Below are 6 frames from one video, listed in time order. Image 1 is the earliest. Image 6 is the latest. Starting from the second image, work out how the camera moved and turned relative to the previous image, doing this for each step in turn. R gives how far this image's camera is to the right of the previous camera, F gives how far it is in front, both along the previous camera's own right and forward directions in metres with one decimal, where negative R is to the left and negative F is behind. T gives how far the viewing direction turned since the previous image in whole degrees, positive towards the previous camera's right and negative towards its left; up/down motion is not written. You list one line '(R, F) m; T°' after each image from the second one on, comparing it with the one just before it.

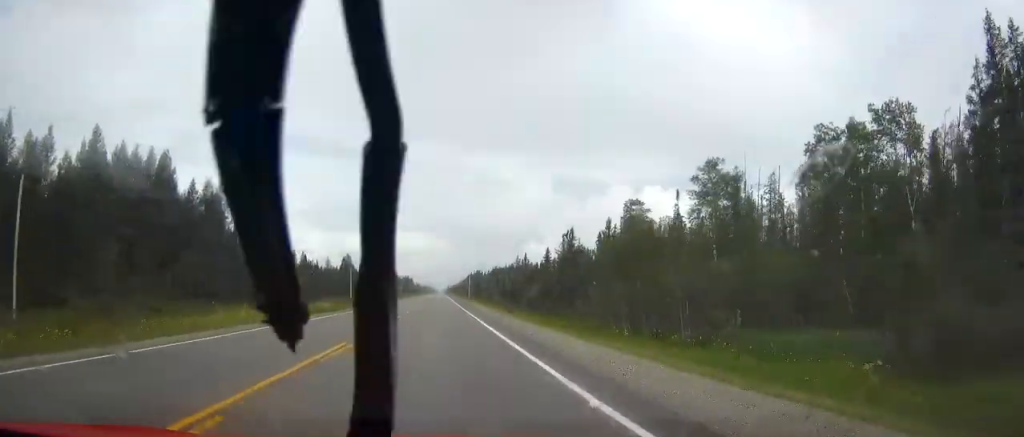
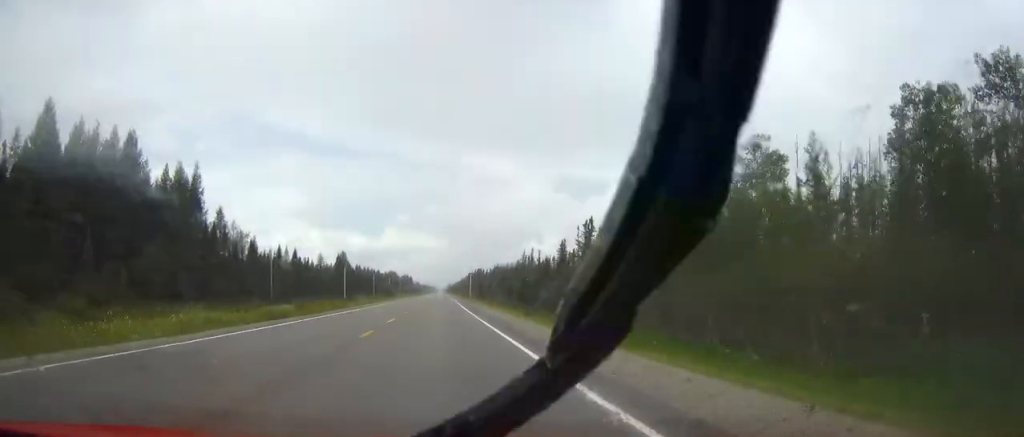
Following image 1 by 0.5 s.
(0.0, +13.3) m; 0°
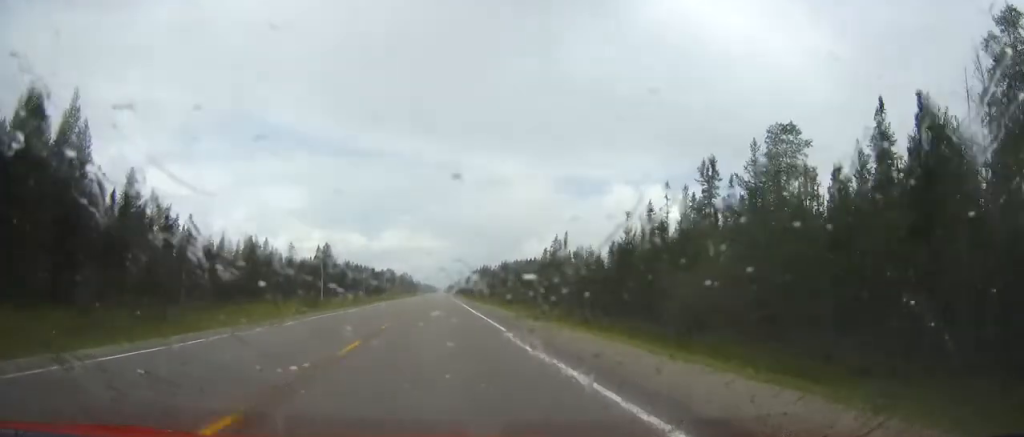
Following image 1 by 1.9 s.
(0.0, +42.0) m; 0°
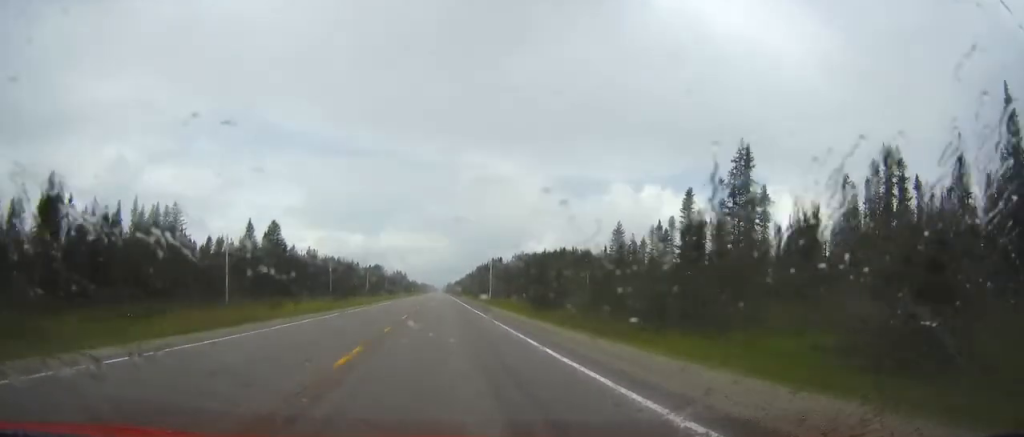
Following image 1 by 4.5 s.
(-0.4, +73.5) m; 0°
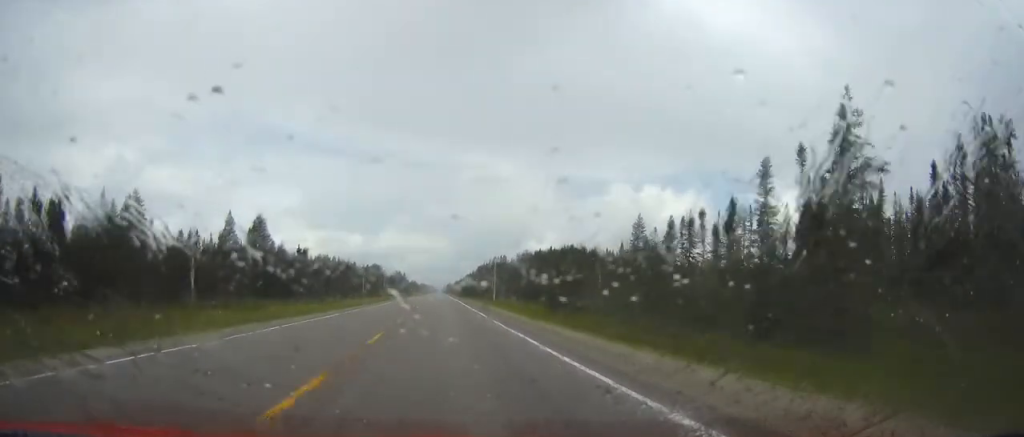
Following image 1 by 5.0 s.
(0.0, +13.3) m; 0°
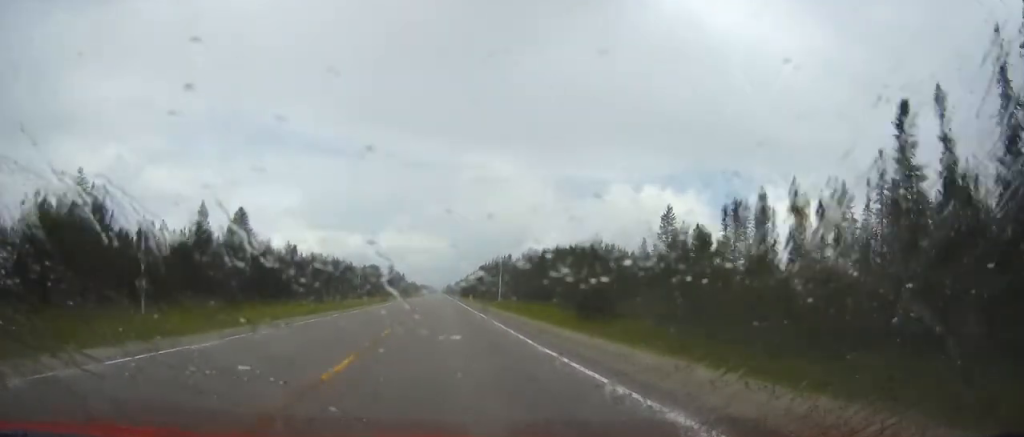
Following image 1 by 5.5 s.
(+0.1, +14.3) m; 0°
